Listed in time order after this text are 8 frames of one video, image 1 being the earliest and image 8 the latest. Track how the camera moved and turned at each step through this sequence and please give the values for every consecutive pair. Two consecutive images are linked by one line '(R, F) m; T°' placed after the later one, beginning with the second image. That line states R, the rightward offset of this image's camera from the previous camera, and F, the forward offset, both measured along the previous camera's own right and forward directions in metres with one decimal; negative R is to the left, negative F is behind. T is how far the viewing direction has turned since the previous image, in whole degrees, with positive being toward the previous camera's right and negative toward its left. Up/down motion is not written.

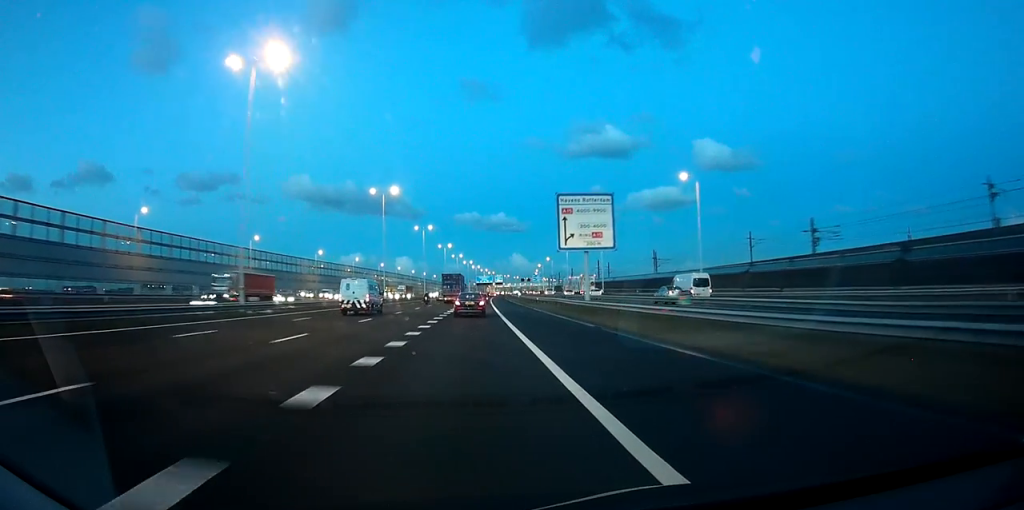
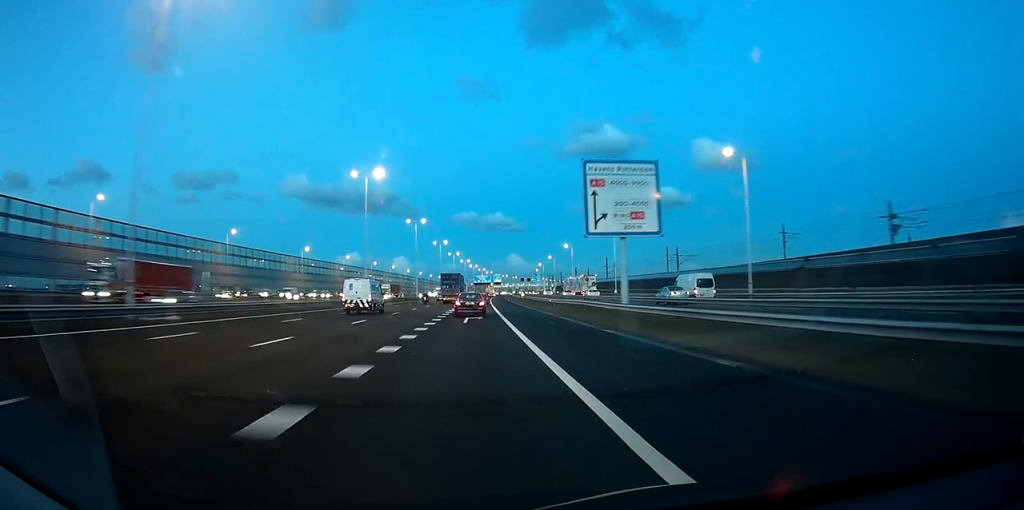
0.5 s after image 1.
(-0.1, +13.8) m; 0°
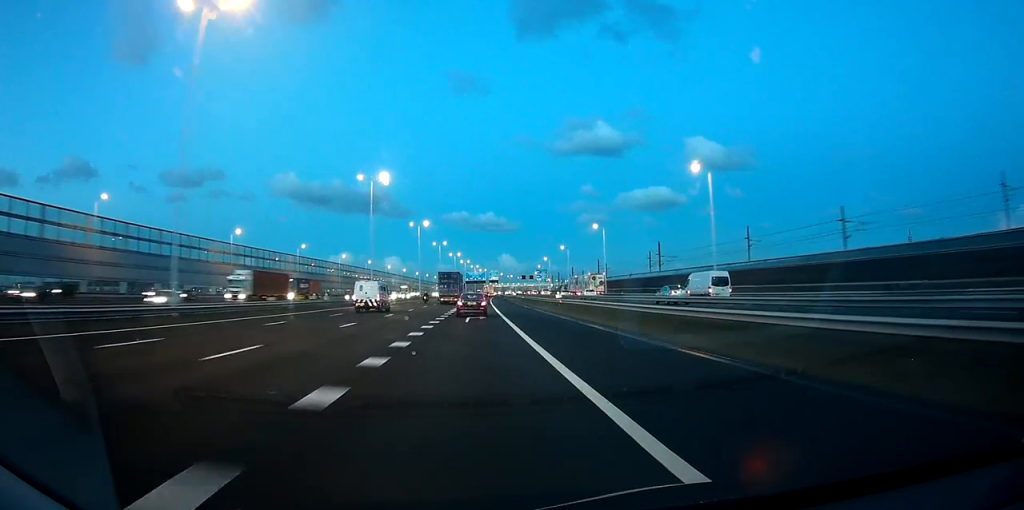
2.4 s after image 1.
(+0.1, +51.7) m; 0°
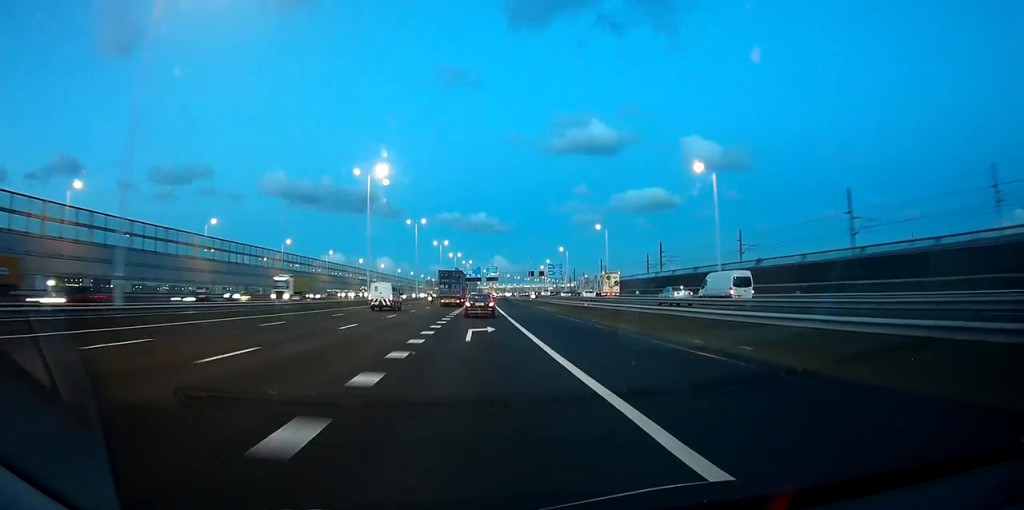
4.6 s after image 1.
(+0.9, +61.0) m; +1°
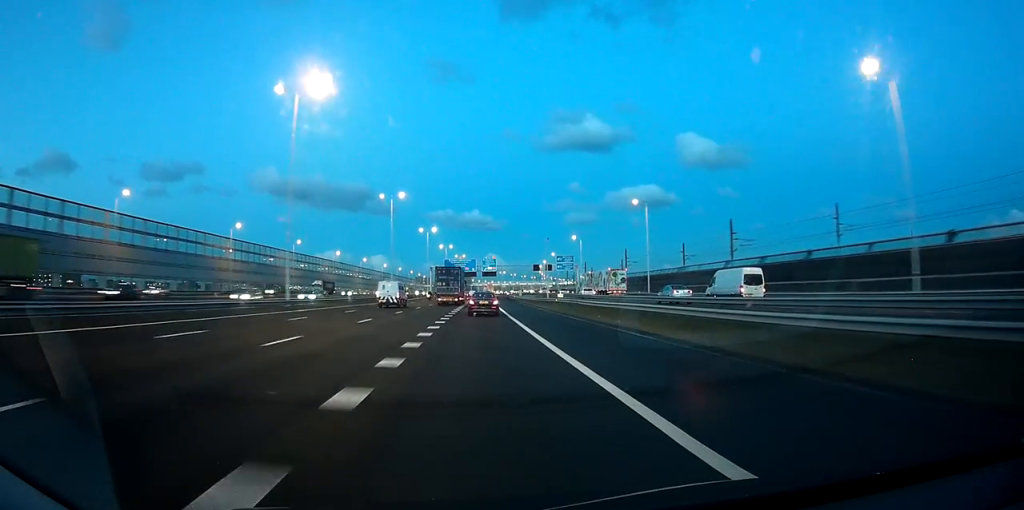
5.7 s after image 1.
(0.0, +32.6) m; 0°
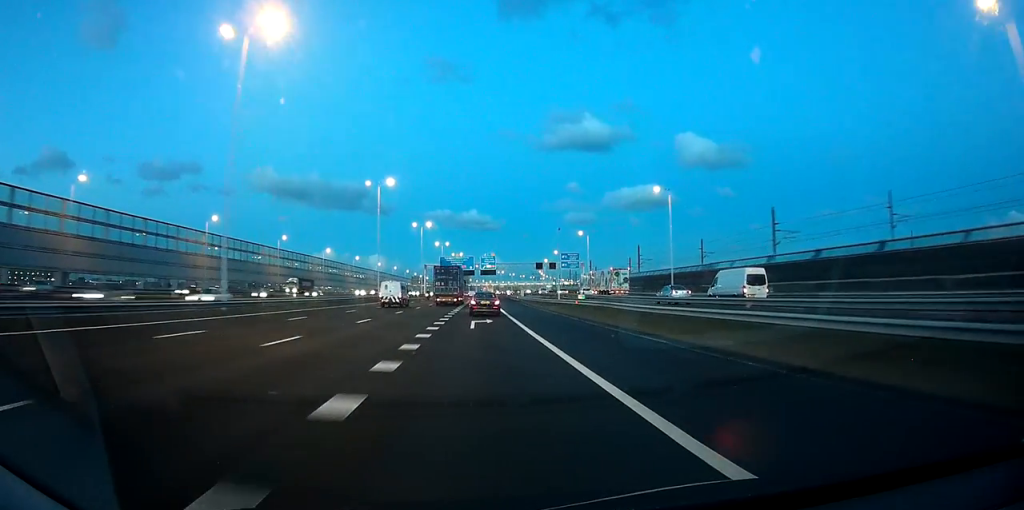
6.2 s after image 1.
(0.0, +12.1) m; 0°
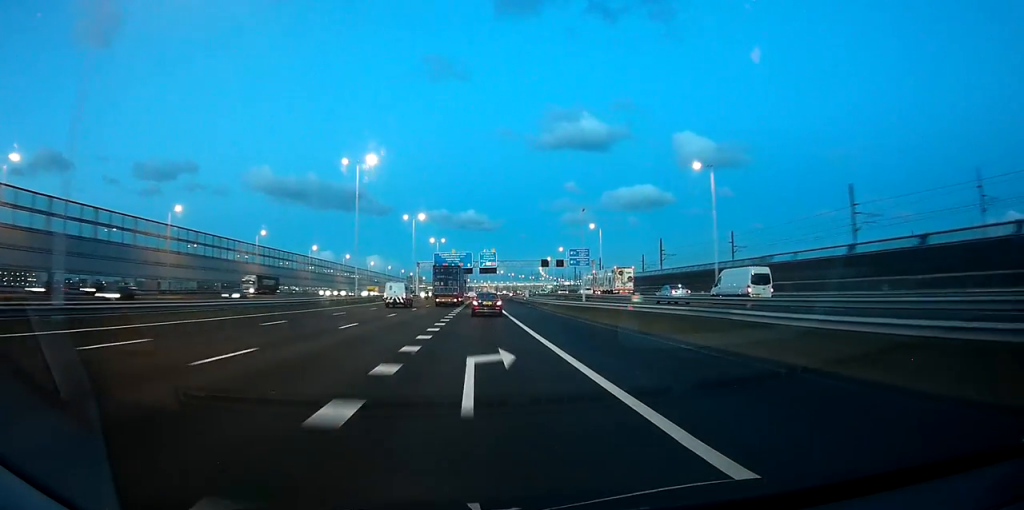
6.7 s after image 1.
(0.0, +15.8) m; 0°
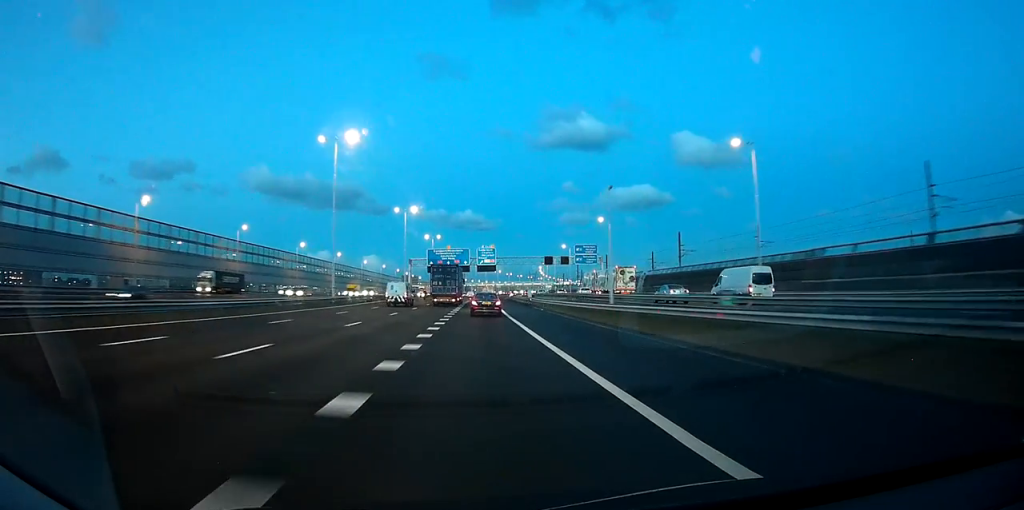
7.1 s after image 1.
(-0.1, +11.1) m; 0°
